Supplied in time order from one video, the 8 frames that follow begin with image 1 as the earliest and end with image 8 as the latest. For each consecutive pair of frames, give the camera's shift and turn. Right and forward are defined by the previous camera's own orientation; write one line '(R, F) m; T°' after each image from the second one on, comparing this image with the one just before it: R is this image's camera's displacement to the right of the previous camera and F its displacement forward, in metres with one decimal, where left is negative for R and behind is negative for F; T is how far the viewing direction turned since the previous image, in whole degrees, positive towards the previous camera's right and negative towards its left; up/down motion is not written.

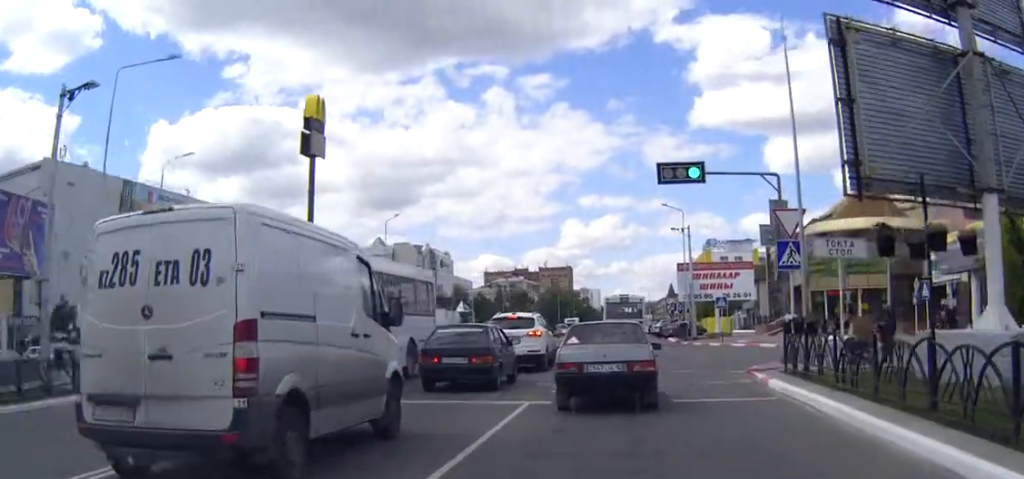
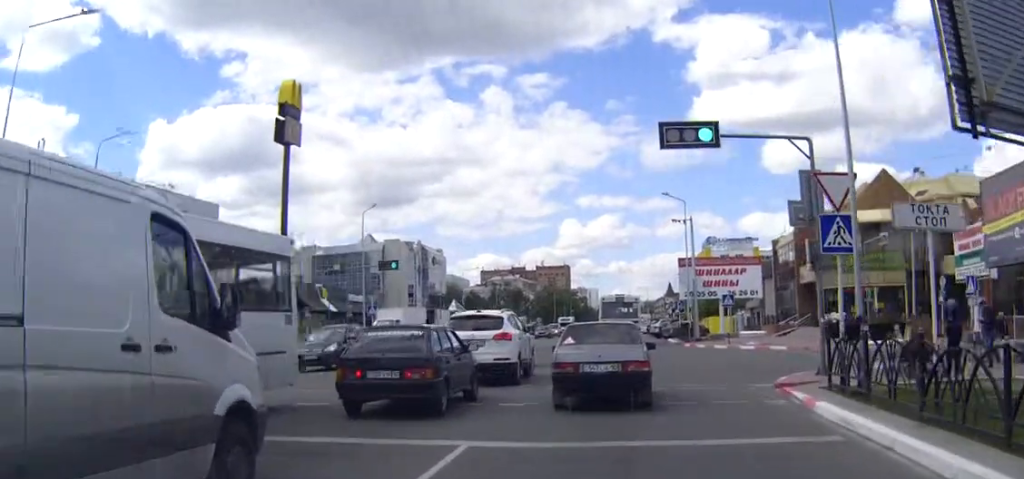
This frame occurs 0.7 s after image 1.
(0.0, +5.3) m; 0°
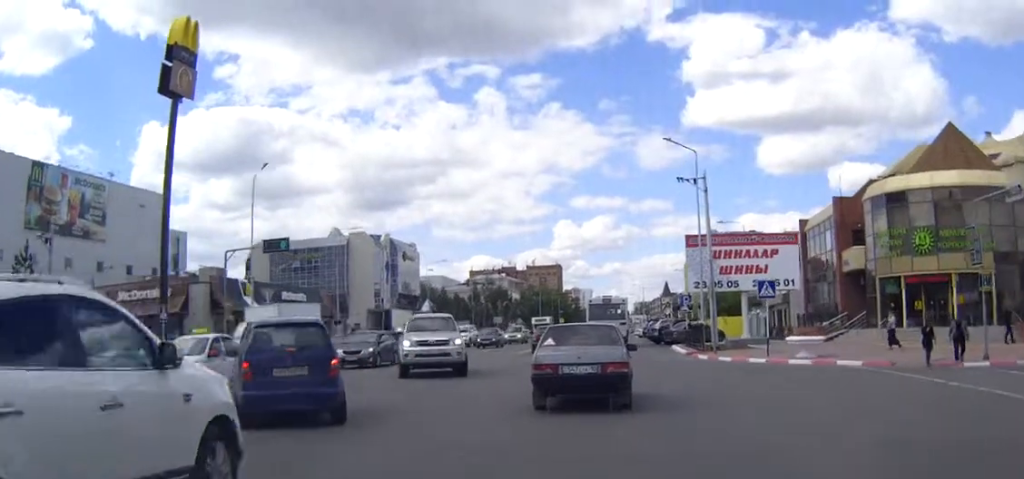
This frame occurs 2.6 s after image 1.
(-0.1, +17.1) m; -1°
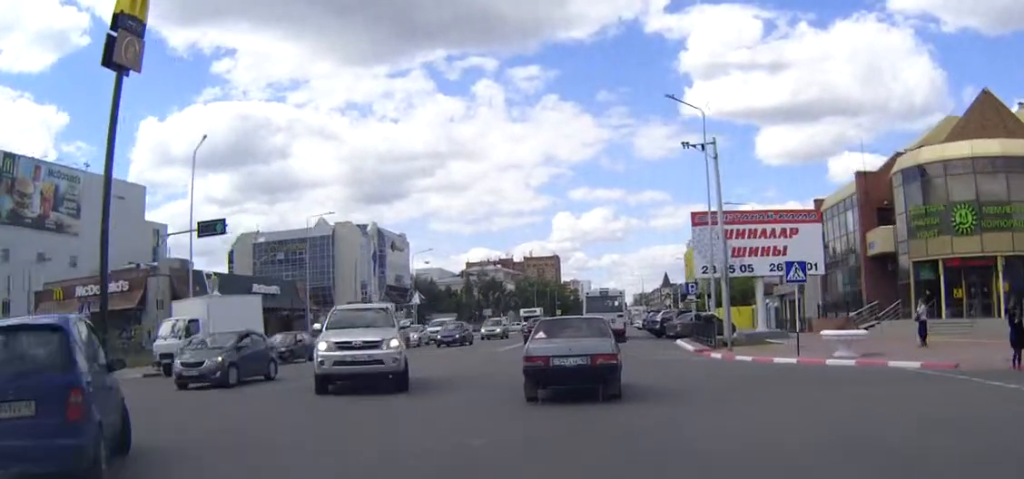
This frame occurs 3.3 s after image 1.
(0.0, +6.3) m; -1°
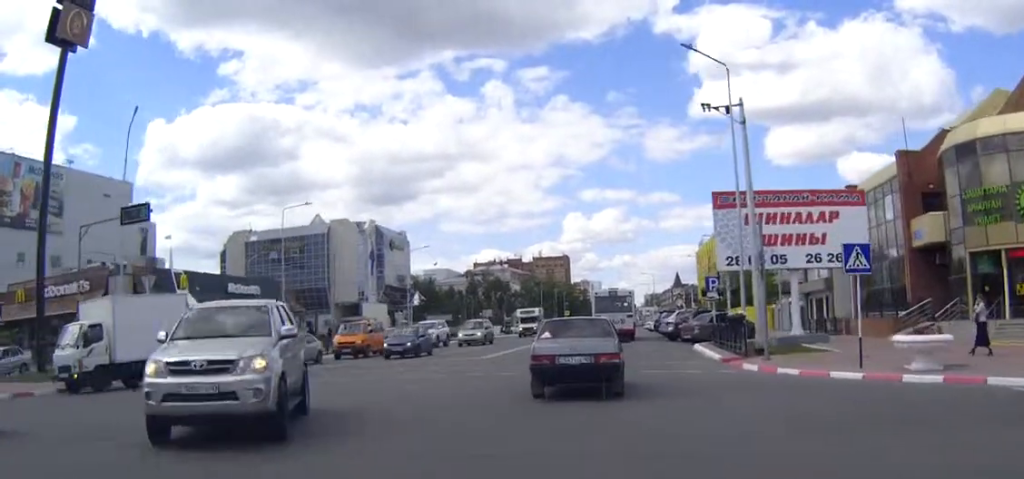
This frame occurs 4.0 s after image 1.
(-0.1, +6.5) m; -1°
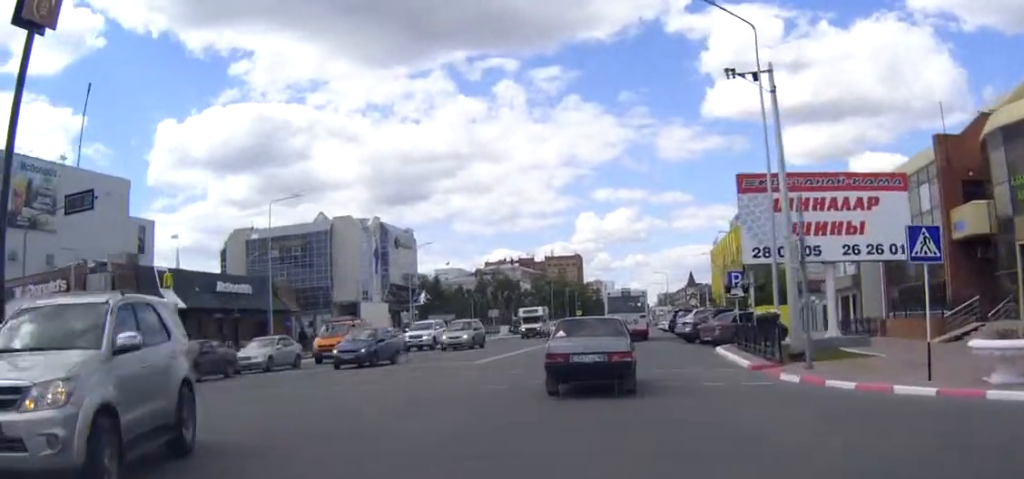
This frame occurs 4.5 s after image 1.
(0.0, +4.1) m; -1°
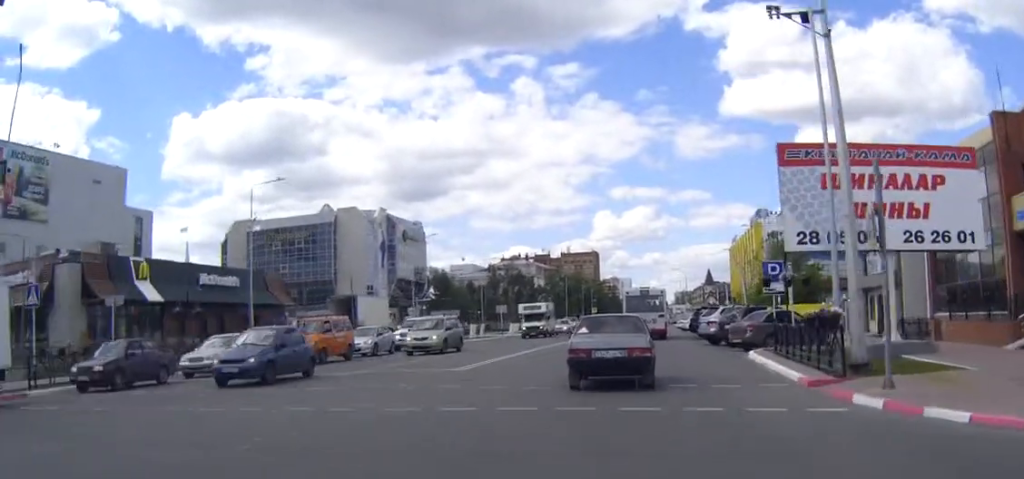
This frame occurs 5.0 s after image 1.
(0.0, +5.2) m; 0°
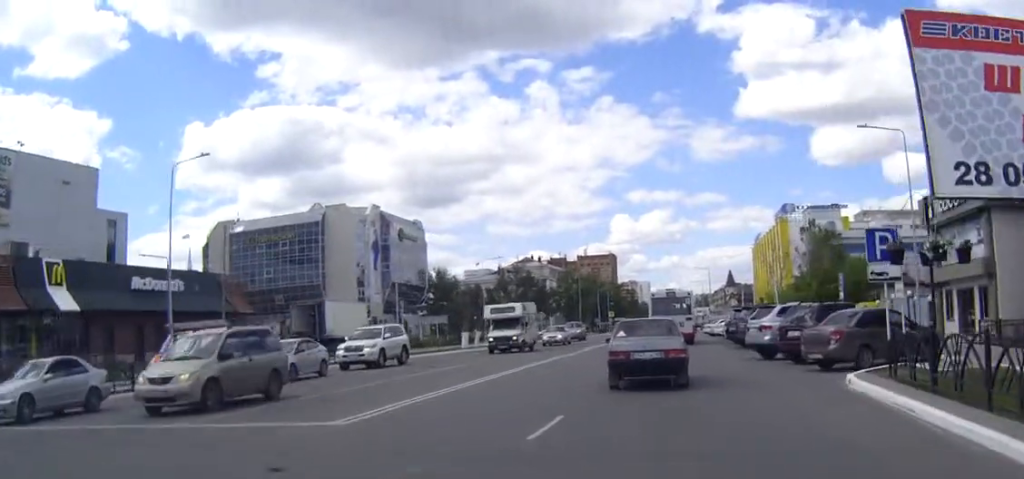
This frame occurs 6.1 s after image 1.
(-0.1, +11.1) m; 0°
